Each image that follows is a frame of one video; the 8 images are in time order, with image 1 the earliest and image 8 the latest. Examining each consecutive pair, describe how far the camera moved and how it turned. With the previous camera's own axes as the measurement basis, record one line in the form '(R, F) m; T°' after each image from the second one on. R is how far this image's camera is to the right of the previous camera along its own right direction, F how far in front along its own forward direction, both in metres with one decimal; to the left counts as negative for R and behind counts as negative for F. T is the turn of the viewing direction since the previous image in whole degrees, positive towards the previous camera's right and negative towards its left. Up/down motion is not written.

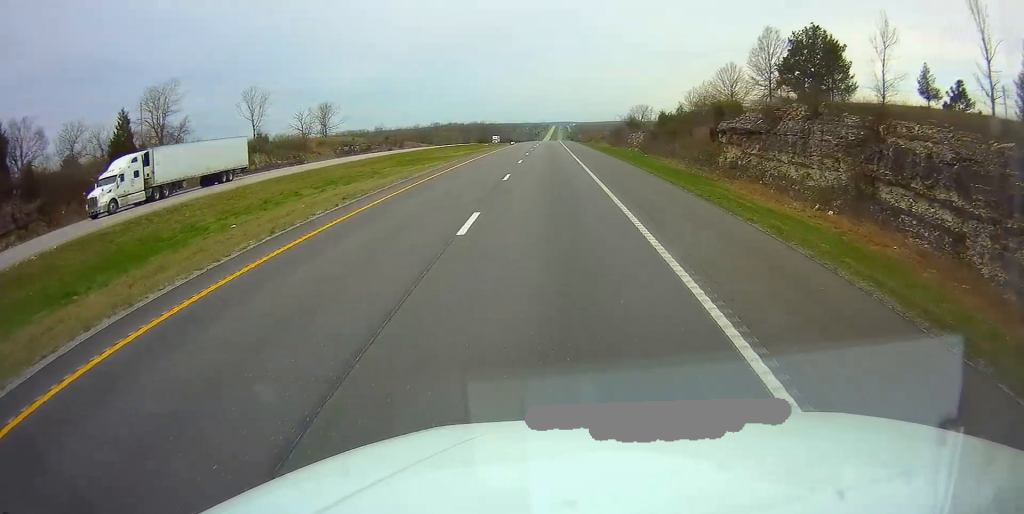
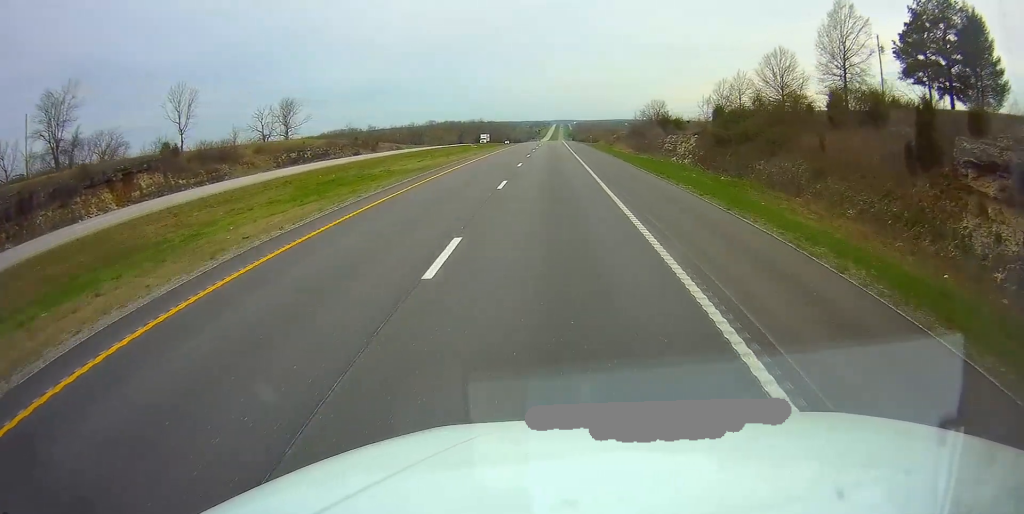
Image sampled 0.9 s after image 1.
(0.0, +27.6) m; 0°
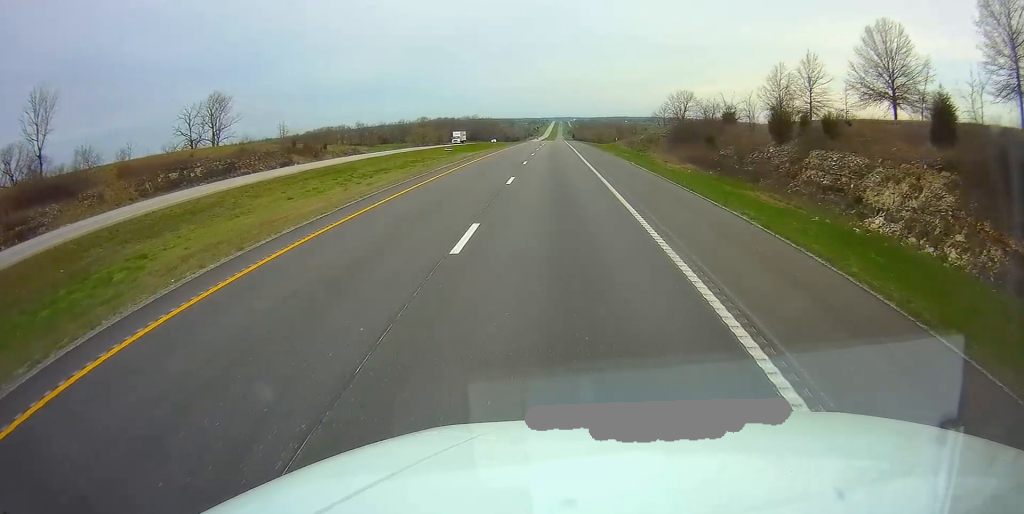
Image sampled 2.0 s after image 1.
(+0.2, +35.0) m; 0°
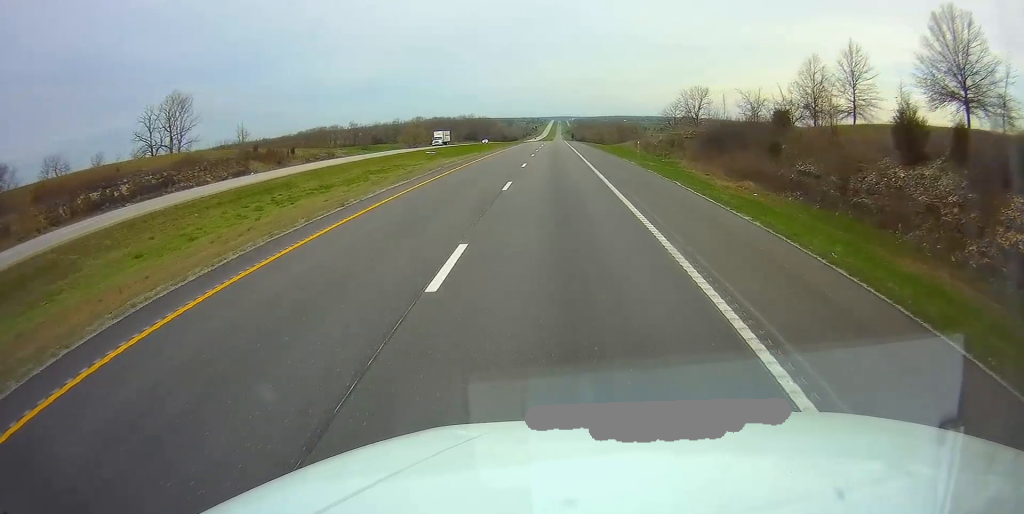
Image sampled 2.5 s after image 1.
(-0.1, +14.4) m; 0°
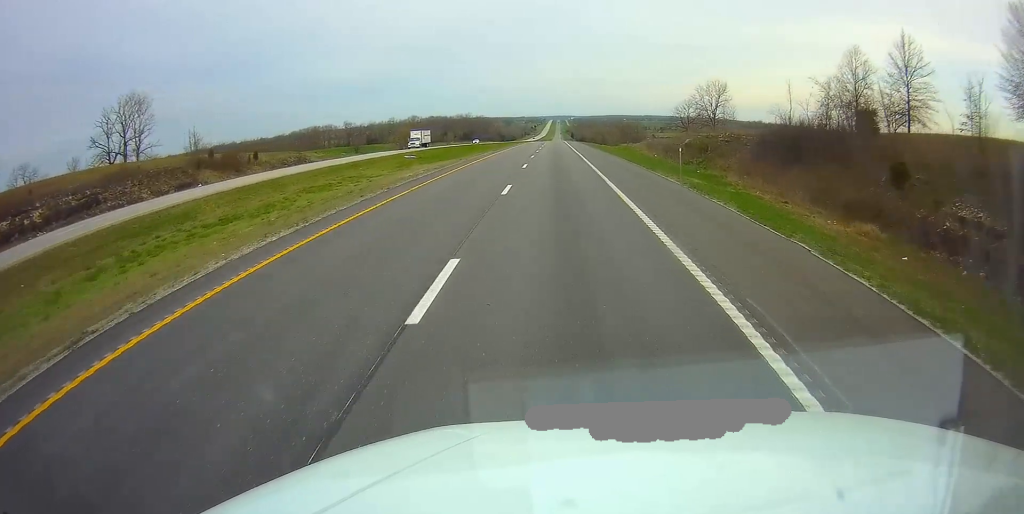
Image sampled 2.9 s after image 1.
(-0.1, +13.4) m; 0°
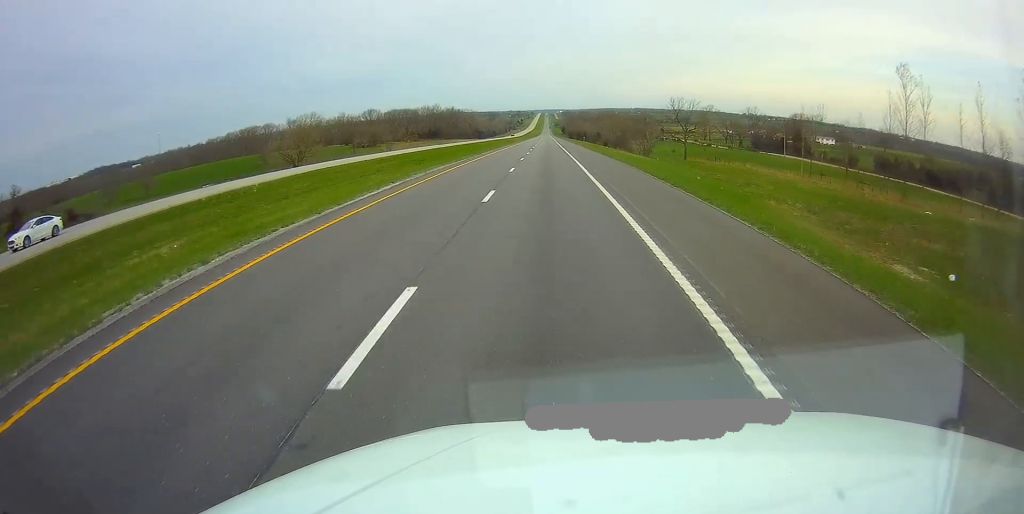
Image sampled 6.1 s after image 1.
(+1.3, +99.3) m; +1°
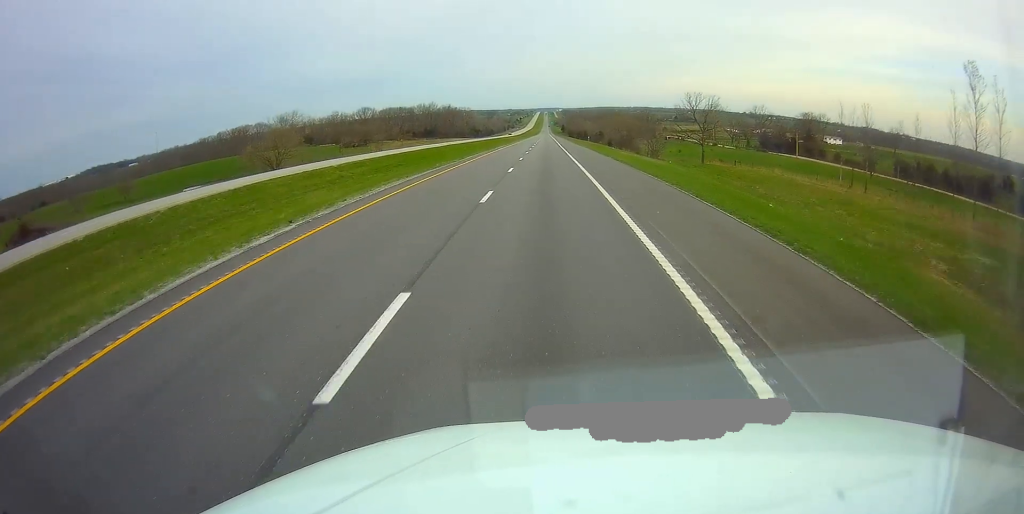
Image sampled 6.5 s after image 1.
(+0.1, +12.4) m; 0°
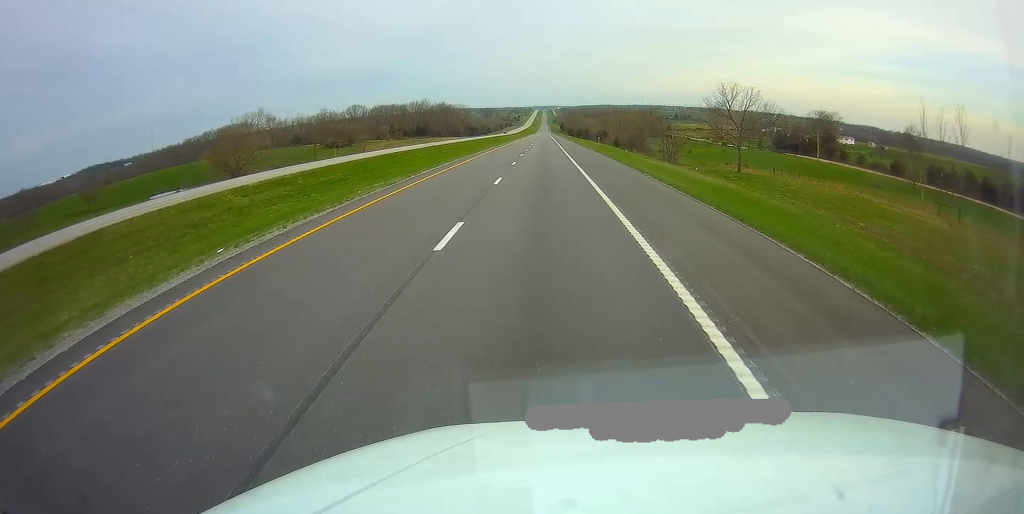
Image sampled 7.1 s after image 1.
(+0.2, +18.6) m; 0°
